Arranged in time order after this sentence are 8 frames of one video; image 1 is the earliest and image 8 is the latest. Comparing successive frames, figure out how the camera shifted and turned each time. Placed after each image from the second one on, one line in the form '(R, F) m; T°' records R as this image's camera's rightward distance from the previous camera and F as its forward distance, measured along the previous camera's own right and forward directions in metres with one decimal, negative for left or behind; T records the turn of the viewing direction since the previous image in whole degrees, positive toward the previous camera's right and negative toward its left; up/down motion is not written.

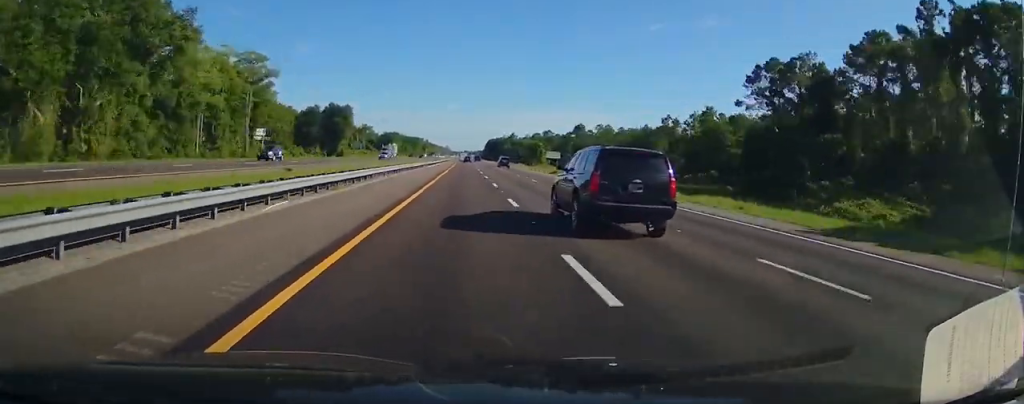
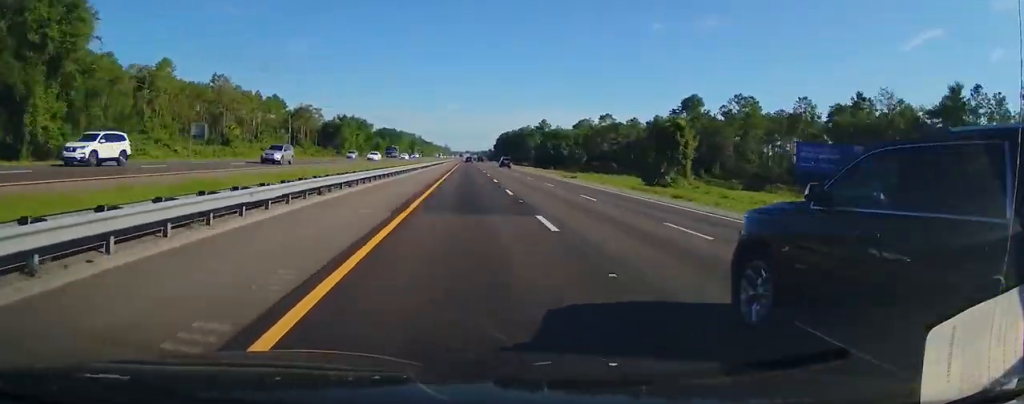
(+0.6, +141.0) m; 0°
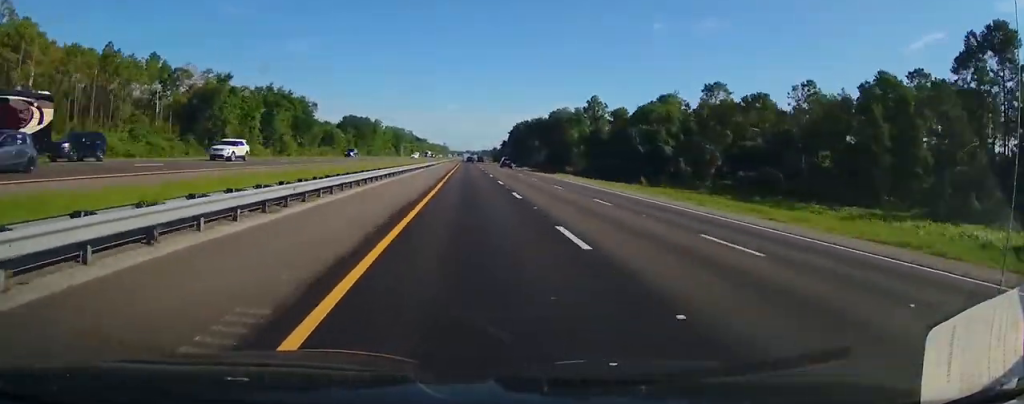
(+0.5, +91.9) m; 0°
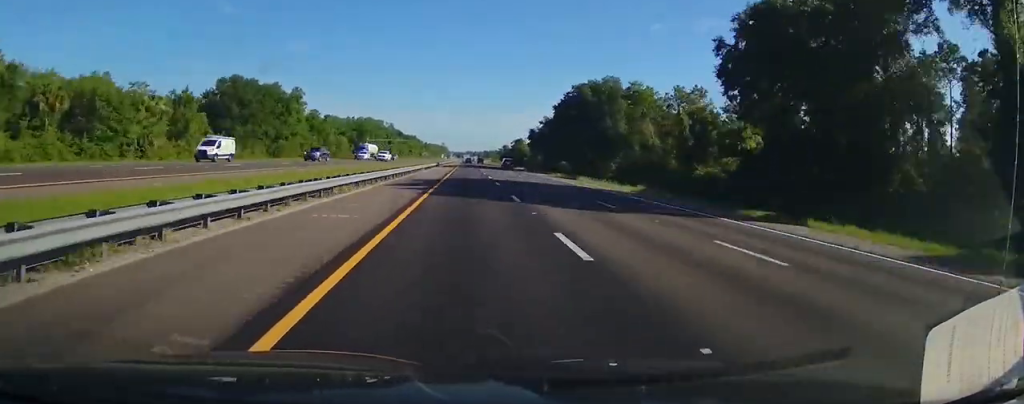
(-0.5, +111.5) m; 0°
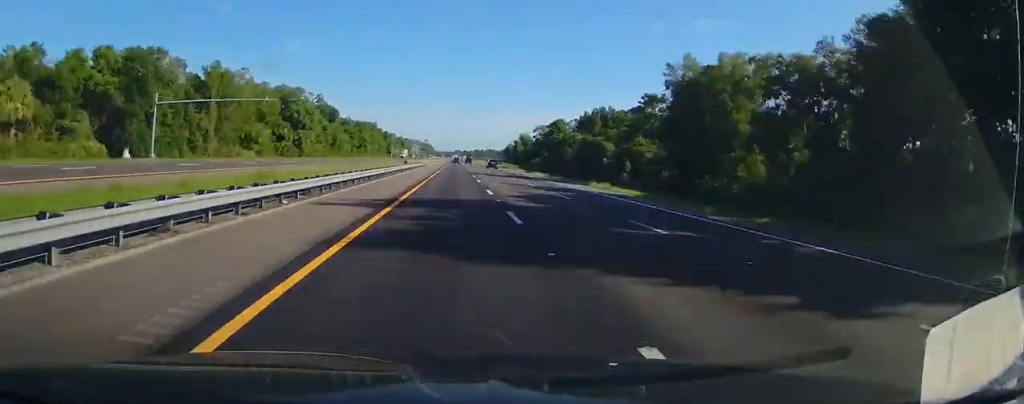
(+0.6, +134.5) m; 0°
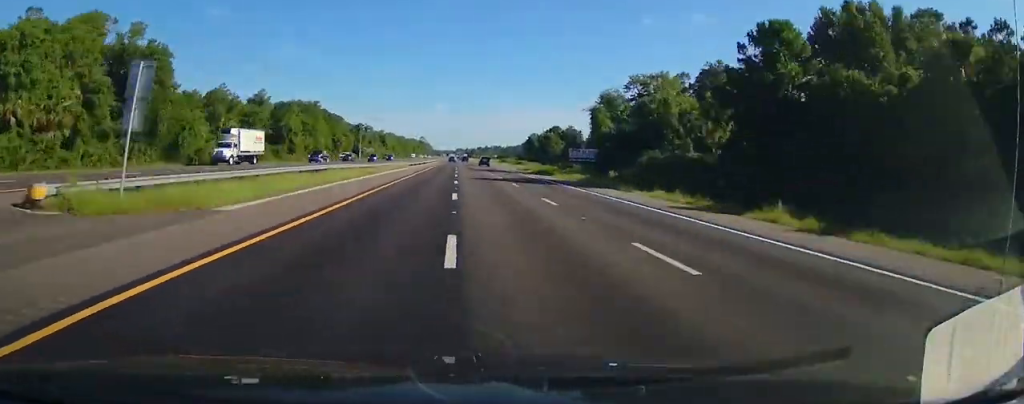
(+0.3, +88.8) m; 0°
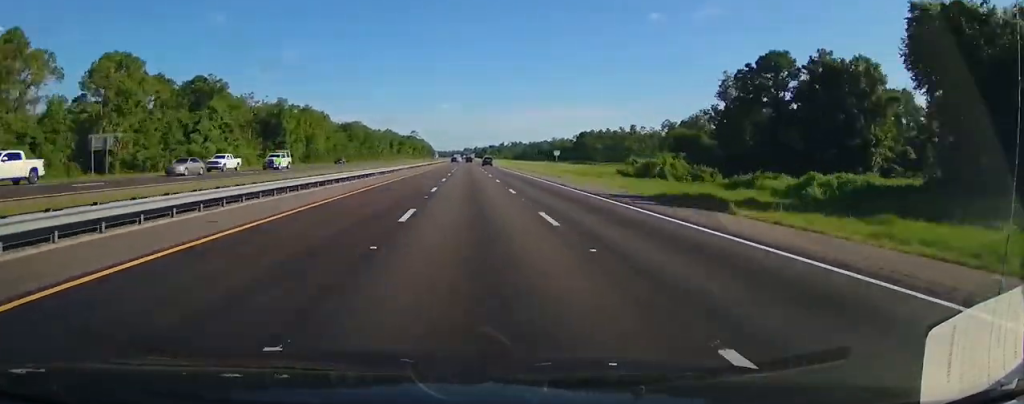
(-0.2, +199.8) m; 0°
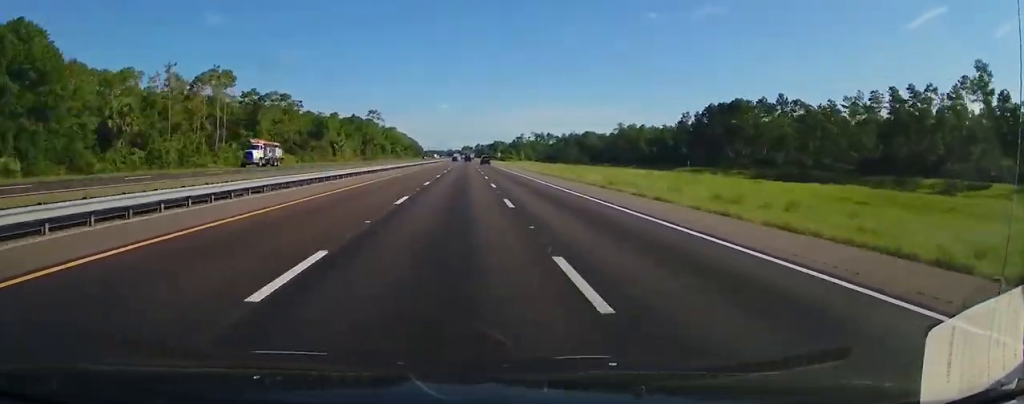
(-0.7, +220.2) m; 0°
